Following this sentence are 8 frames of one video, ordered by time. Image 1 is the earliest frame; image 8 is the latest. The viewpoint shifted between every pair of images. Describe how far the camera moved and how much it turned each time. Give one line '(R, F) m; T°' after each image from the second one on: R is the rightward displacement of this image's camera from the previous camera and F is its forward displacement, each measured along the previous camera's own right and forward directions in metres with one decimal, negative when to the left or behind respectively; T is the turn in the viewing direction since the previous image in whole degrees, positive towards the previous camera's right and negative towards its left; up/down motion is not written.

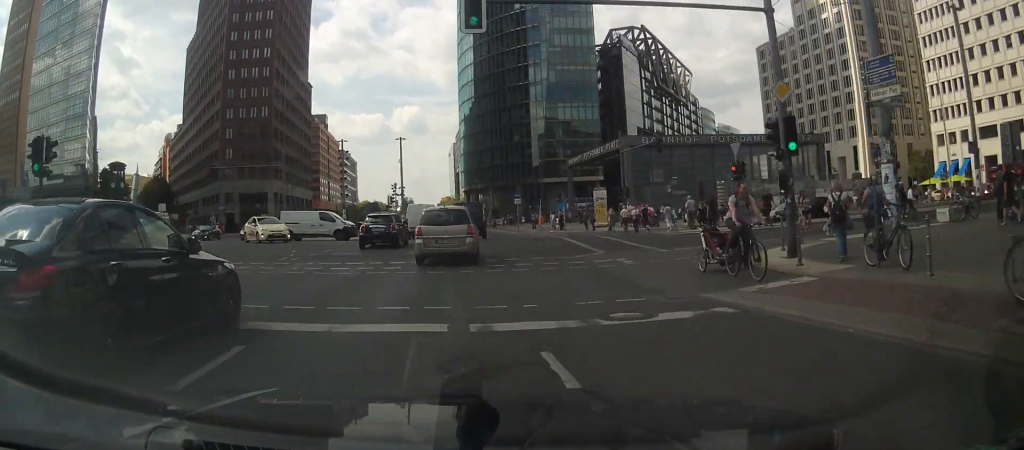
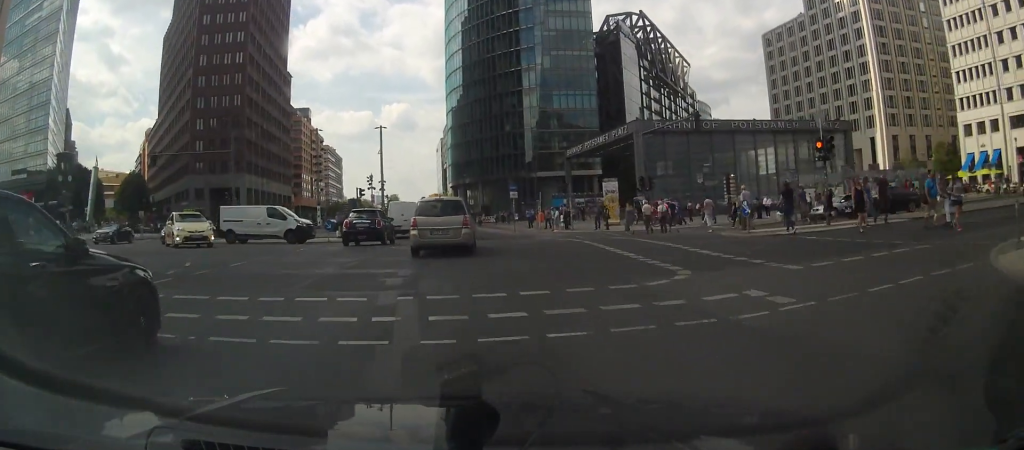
(-0.2, +8.5) m; +1°
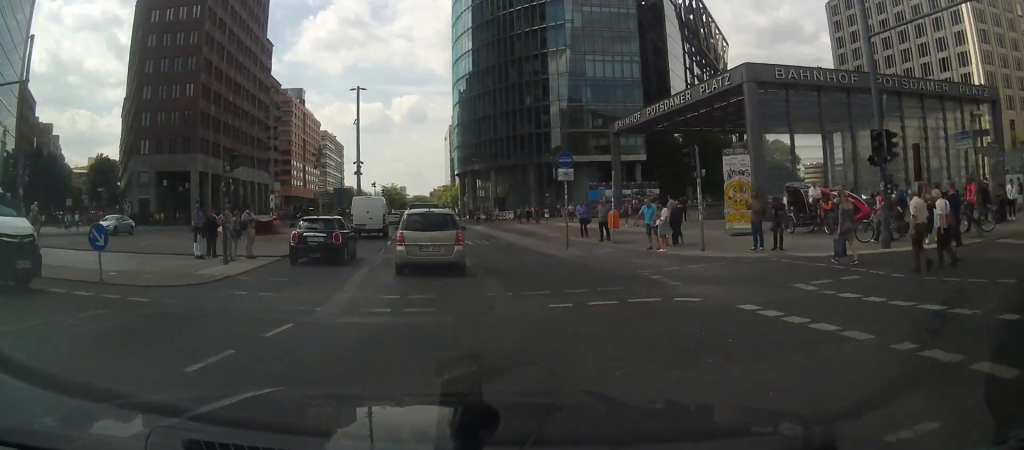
(+0.9, +22.0) m; +2°
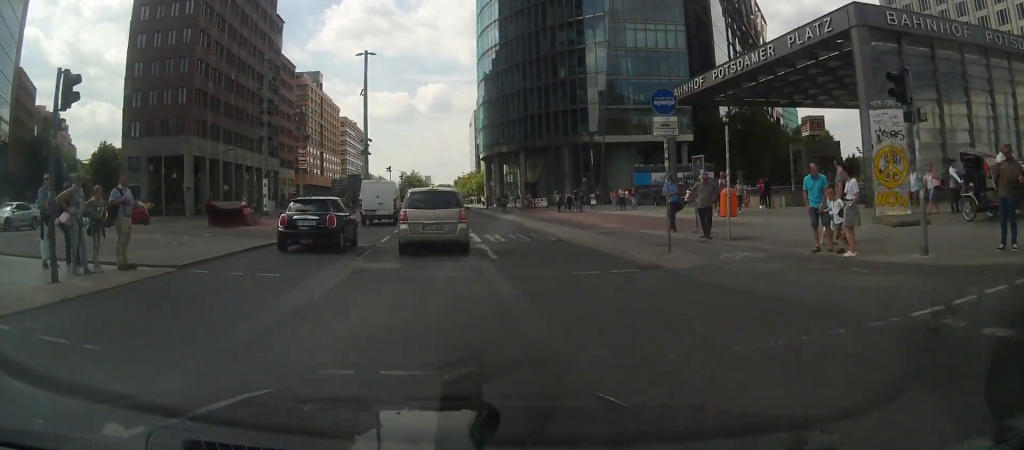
(0.0, +9.3) m; -2°
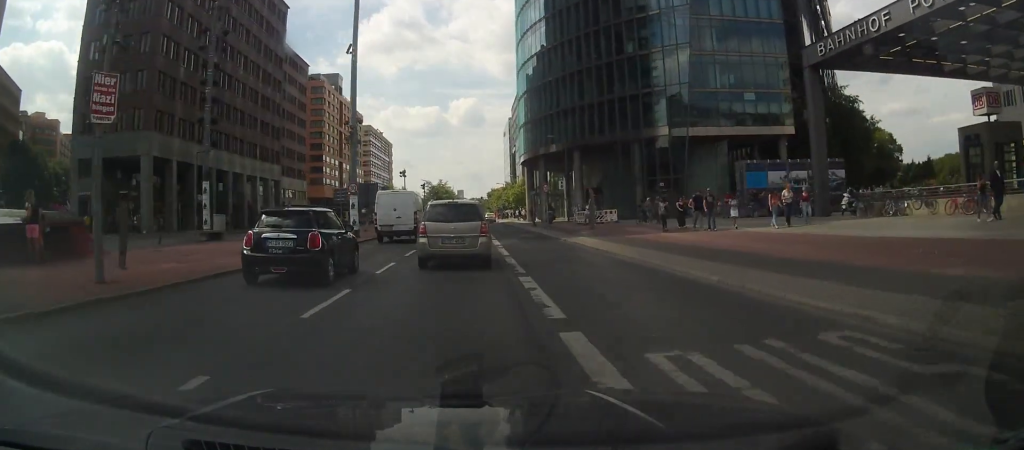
(-0.8, +18.3) m; -5°
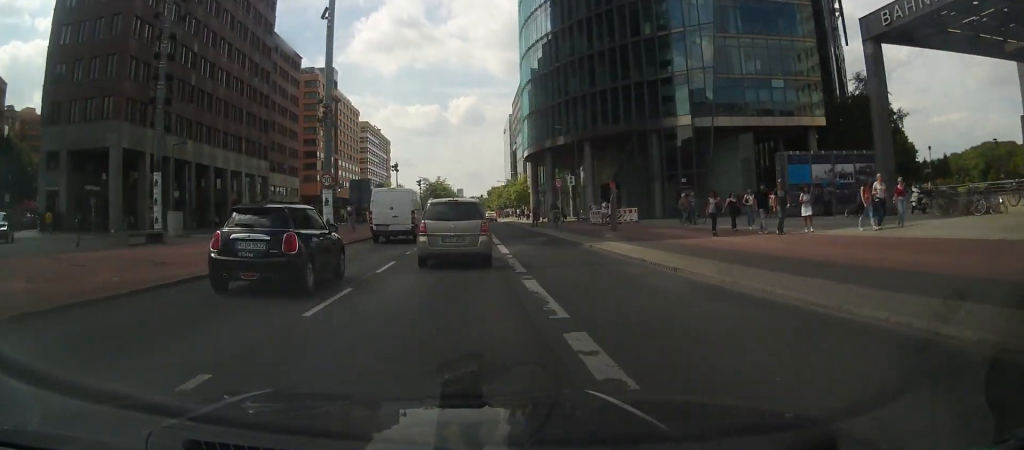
(0.0, +6.0) m; -1°
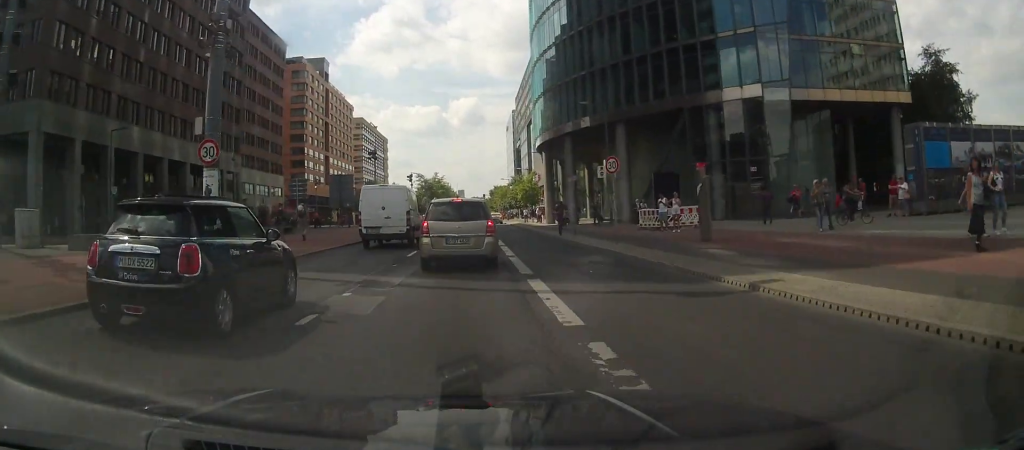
(-0.3, +12.5) m; +1°
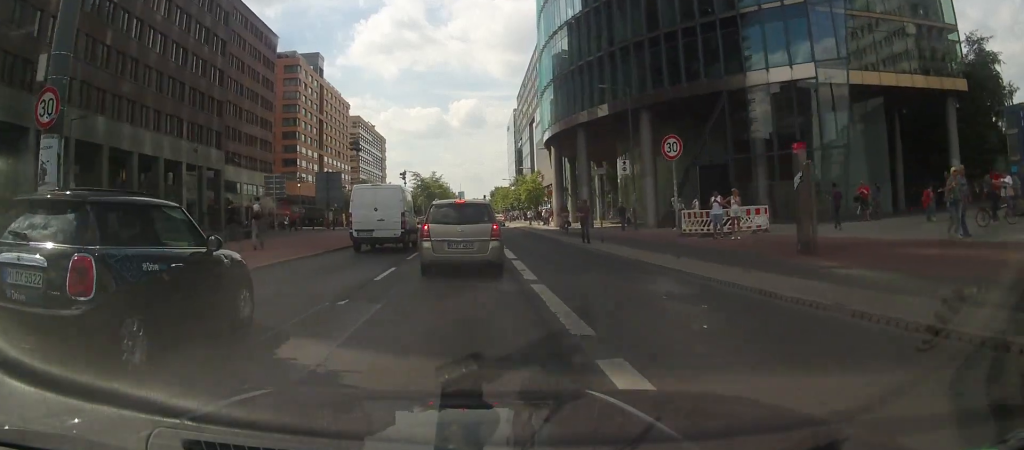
(+0.2, +6.5) m; +2°
